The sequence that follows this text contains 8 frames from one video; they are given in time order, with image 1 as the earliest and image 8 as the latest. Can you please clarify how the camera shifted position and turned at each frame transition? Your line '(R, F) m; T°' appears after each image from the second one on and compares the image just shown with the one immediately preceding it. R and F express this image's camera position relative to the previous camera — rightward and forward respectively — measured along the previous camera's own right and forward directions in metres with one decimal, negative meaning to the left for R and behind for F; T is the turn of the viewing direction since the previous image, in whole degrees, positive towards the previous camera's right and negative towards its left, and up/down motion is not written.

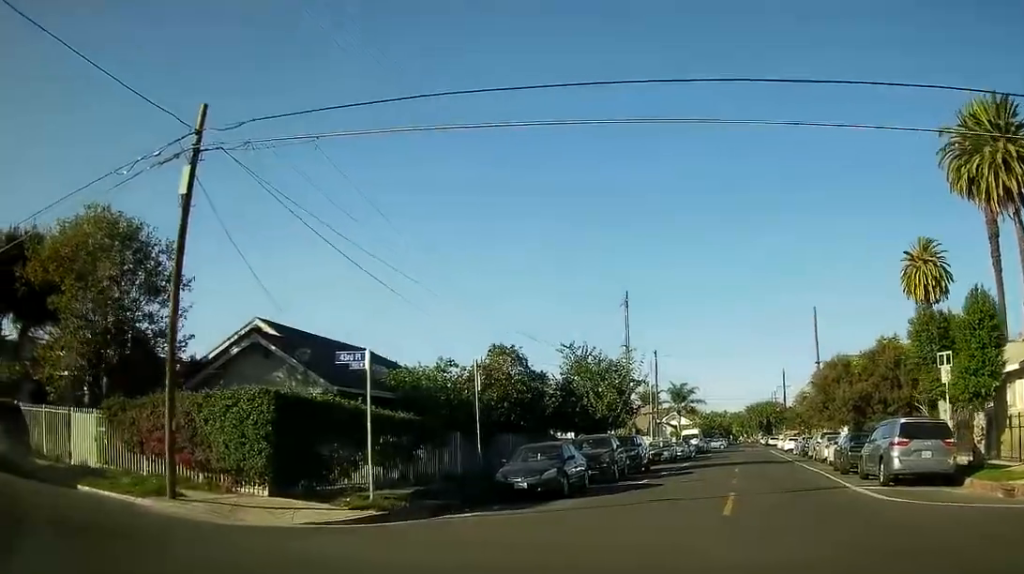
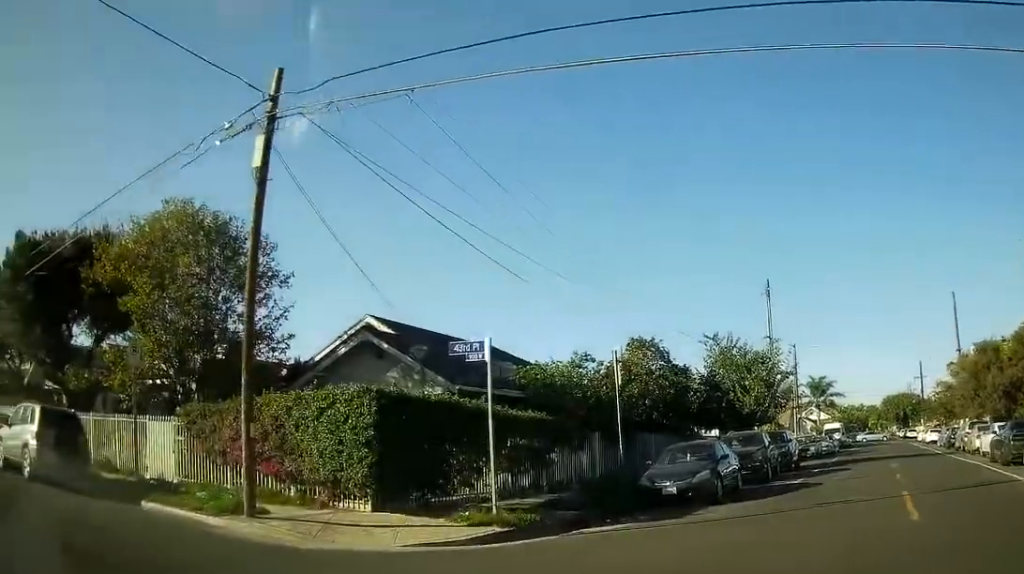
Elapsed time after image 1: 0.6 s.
(-0.3, +2.8) m; -7°
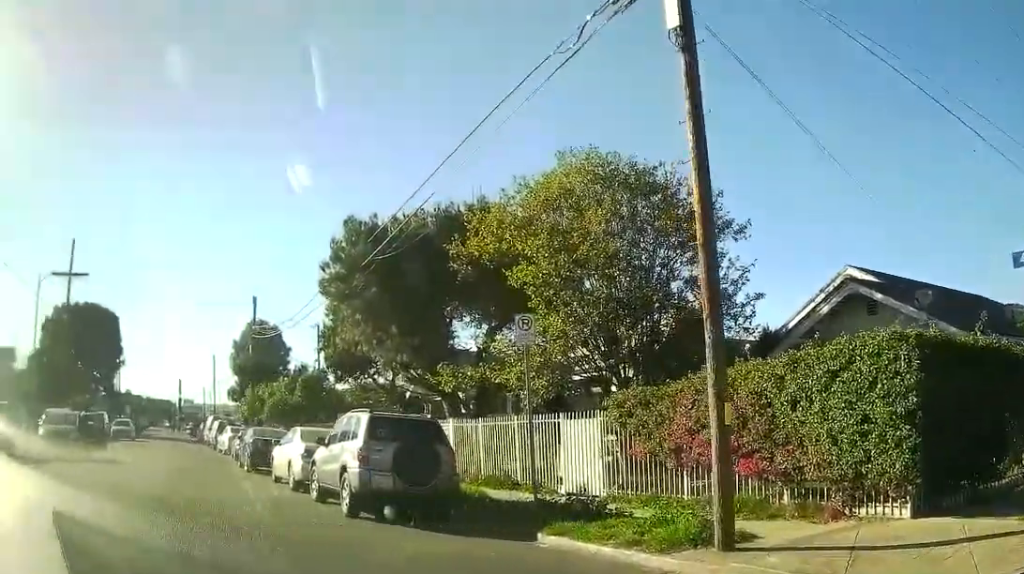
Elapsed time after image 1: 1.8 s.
(-0.4, +4.9) m; -12°
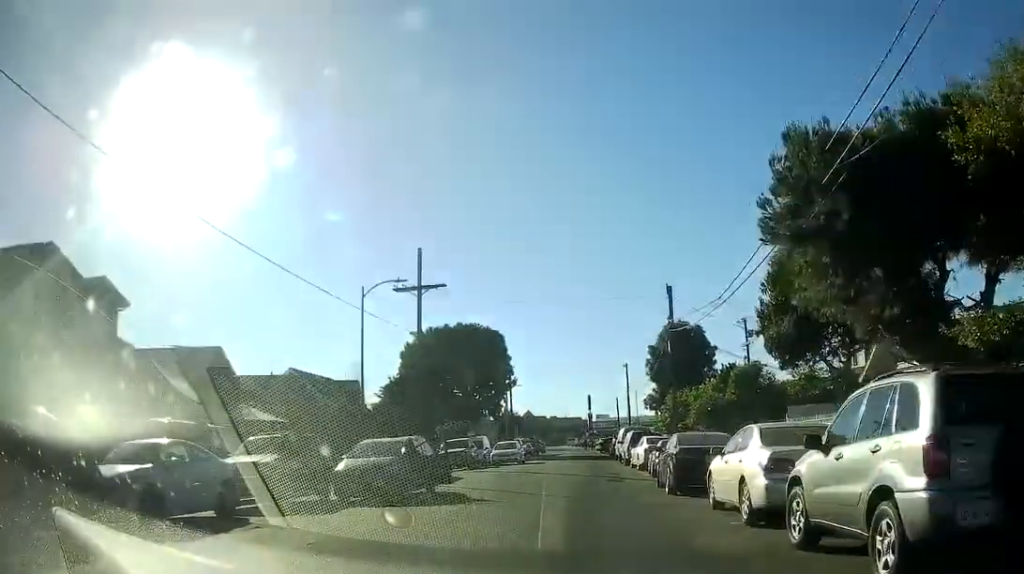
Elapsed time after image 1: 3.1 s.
(-1.5, +4.1) m; -46°
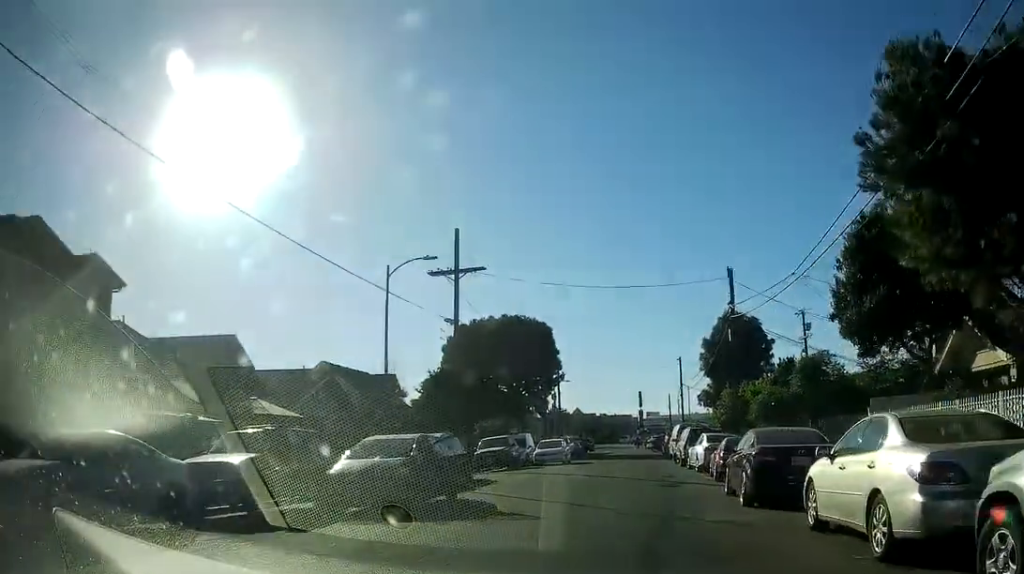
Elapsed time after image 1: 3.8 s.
(-0.9, +2.9) m; -18°
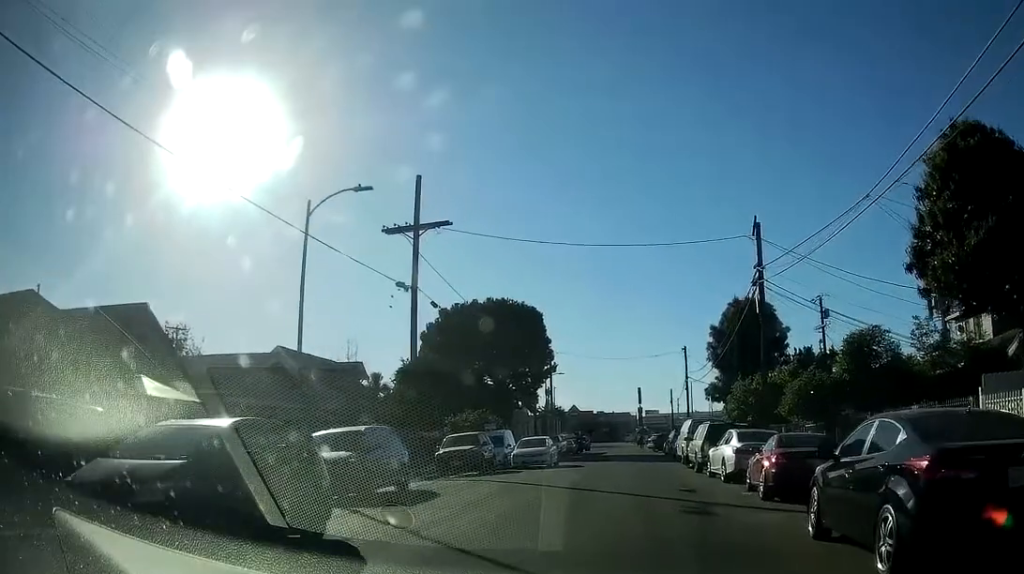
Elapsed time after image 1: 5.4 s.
(-0.2, +6.7) m; -4°
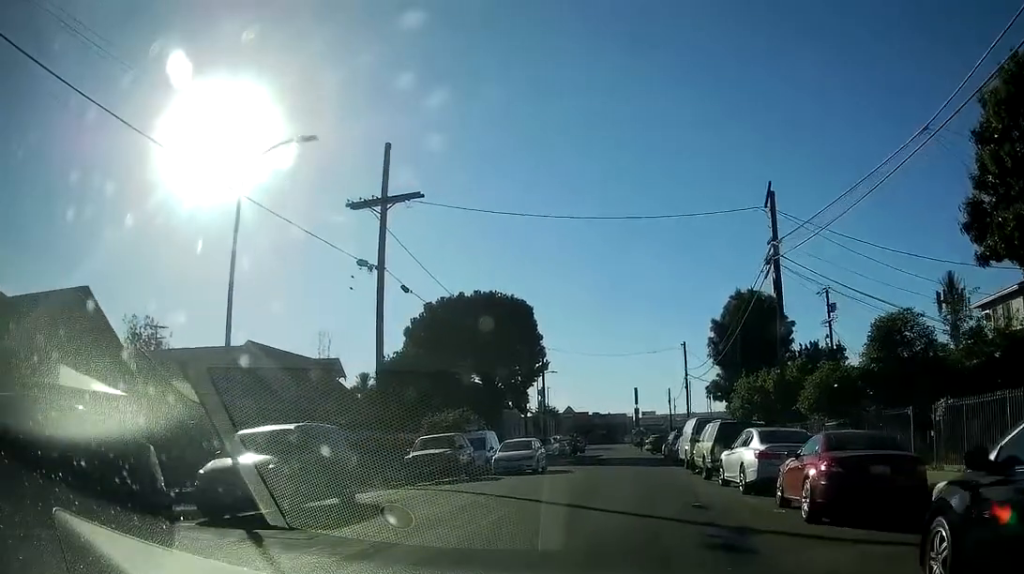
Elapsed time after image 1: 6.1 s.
(-0.1, +3.5) m; -2°
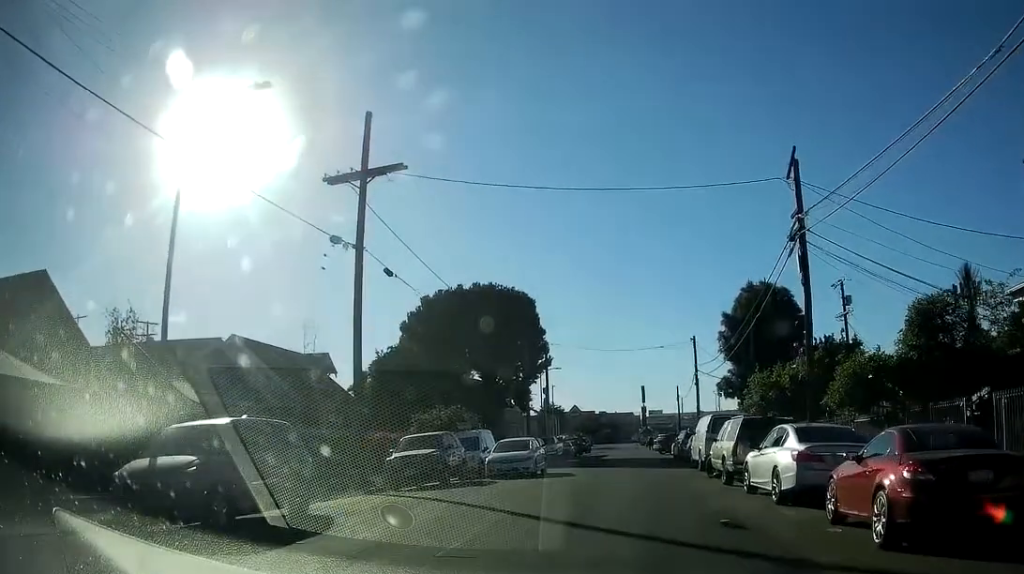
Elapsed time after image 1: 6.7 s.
(0.0, +2.6) m; -1°
